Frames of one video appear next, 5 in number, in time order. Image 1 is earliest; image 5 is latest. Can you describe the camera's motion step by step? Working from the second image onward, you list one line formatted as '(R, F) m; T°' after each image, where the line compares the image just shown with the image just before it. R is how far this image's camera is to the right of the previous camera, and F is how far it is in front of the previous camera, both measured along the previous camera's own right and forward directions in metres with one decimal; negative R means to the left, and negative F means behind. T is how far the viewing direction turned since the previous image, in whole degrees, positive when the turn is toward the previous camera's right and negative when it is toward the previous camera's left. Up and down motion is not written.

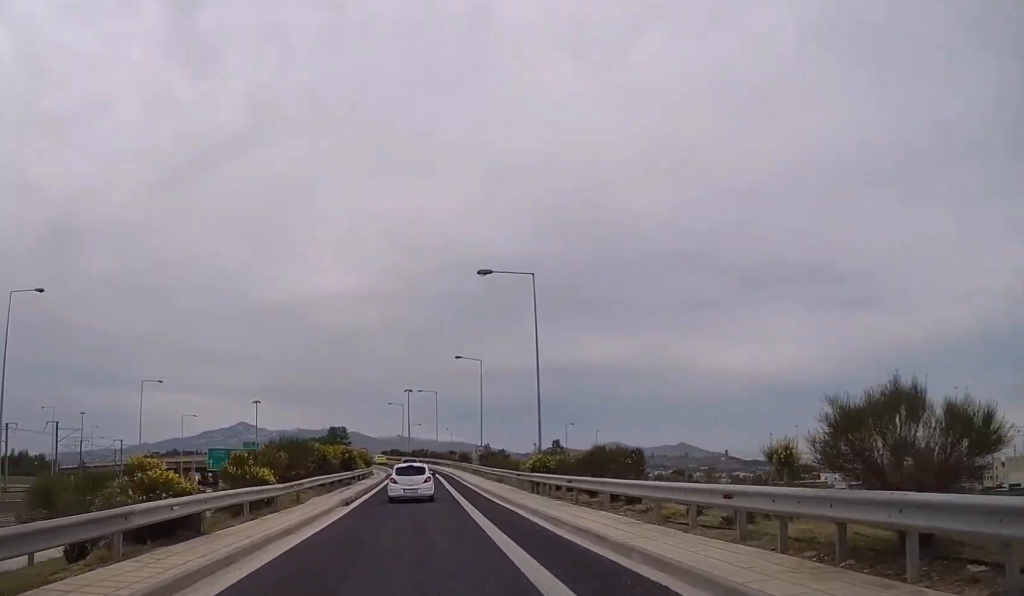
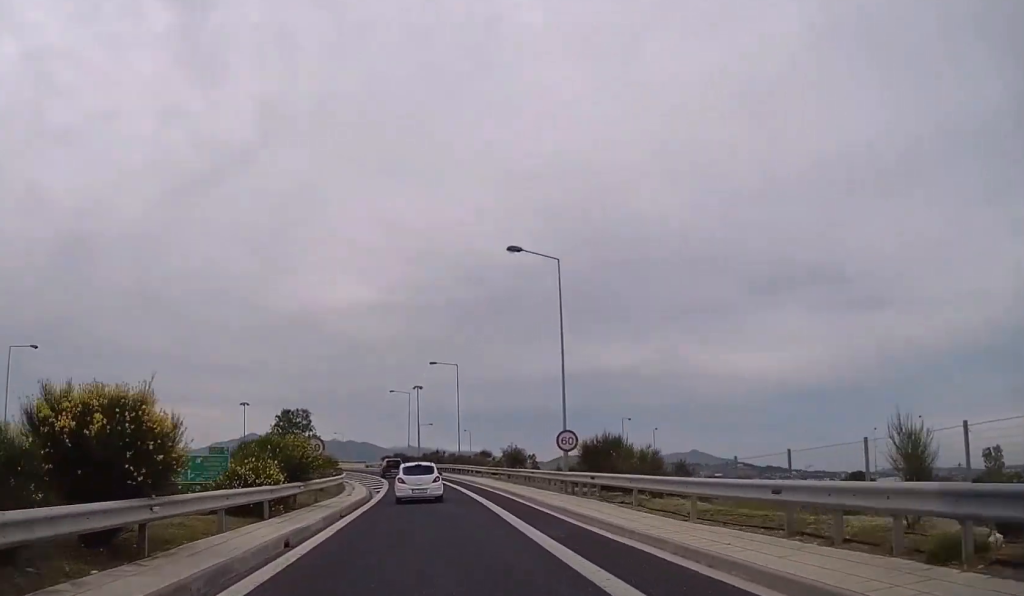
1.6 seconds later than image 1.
(-0.2, +35.4) m; -1°
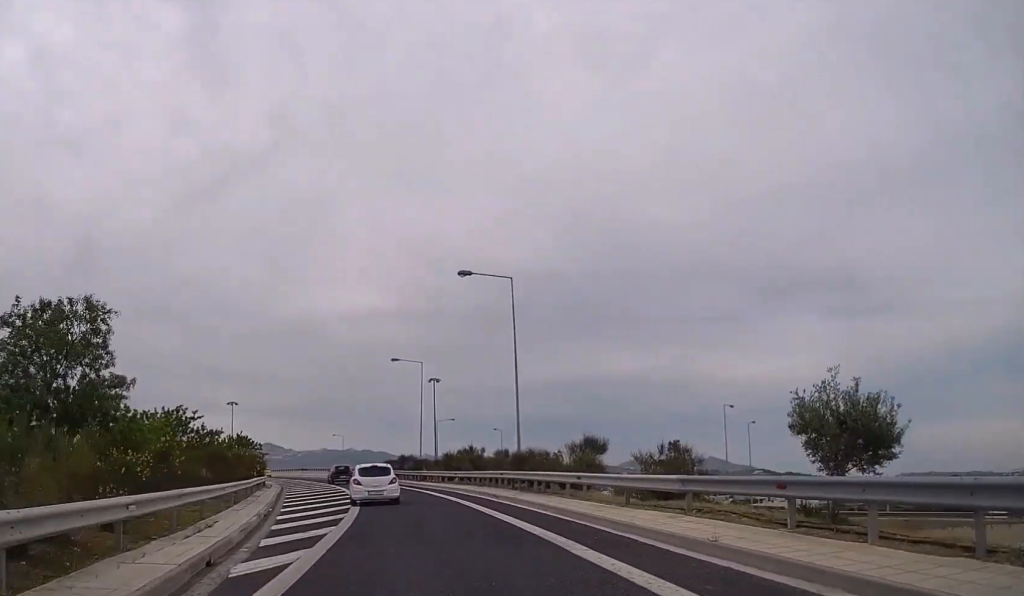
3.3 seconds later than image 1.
(-0.3, +36.0) m; -1°
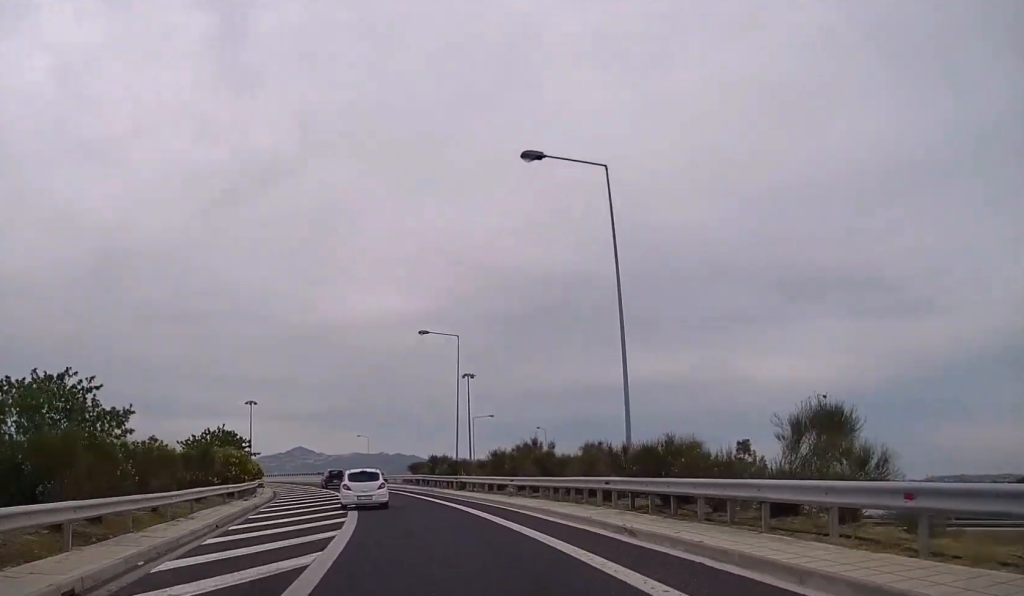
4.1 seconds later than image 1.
(-0.2, +15.4) m; -1°
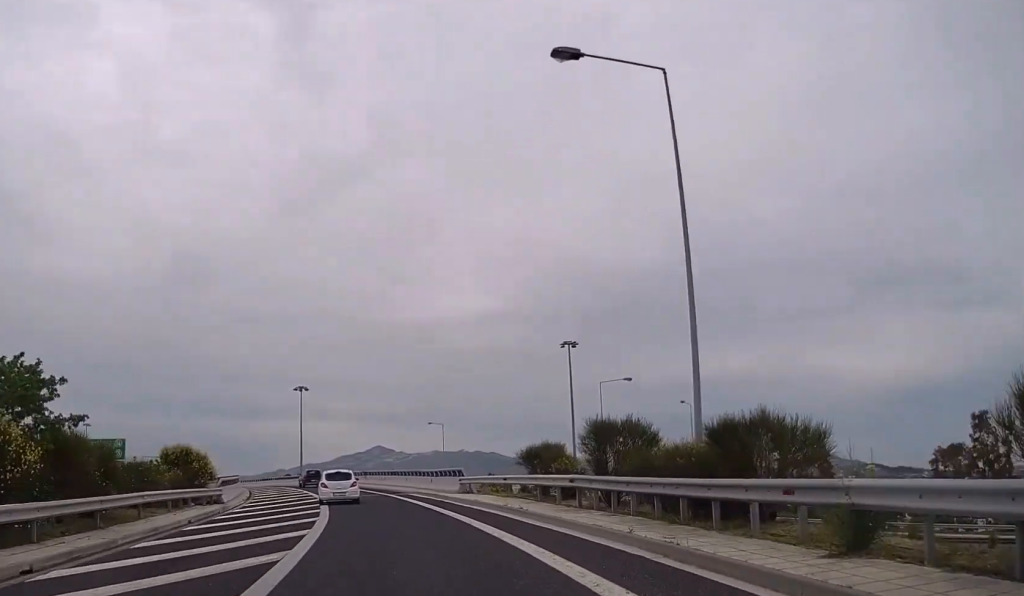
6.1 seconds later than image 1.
(-1.5, +35.3) m; -6°
